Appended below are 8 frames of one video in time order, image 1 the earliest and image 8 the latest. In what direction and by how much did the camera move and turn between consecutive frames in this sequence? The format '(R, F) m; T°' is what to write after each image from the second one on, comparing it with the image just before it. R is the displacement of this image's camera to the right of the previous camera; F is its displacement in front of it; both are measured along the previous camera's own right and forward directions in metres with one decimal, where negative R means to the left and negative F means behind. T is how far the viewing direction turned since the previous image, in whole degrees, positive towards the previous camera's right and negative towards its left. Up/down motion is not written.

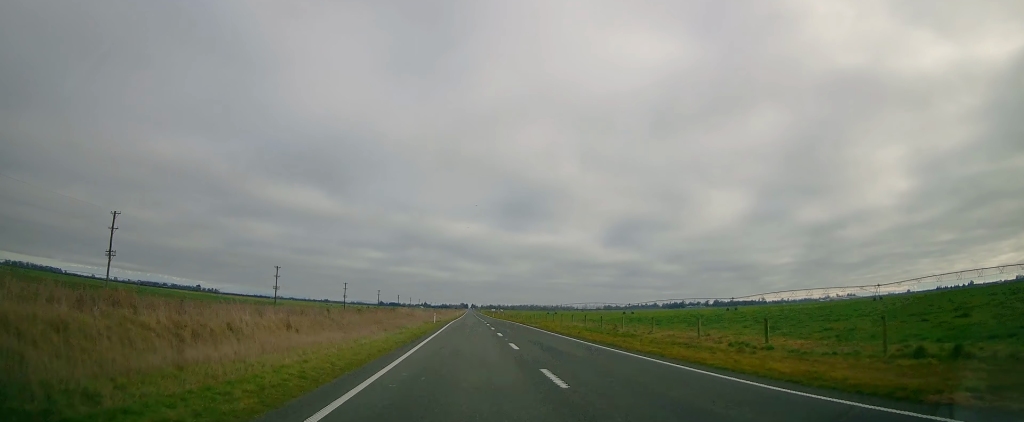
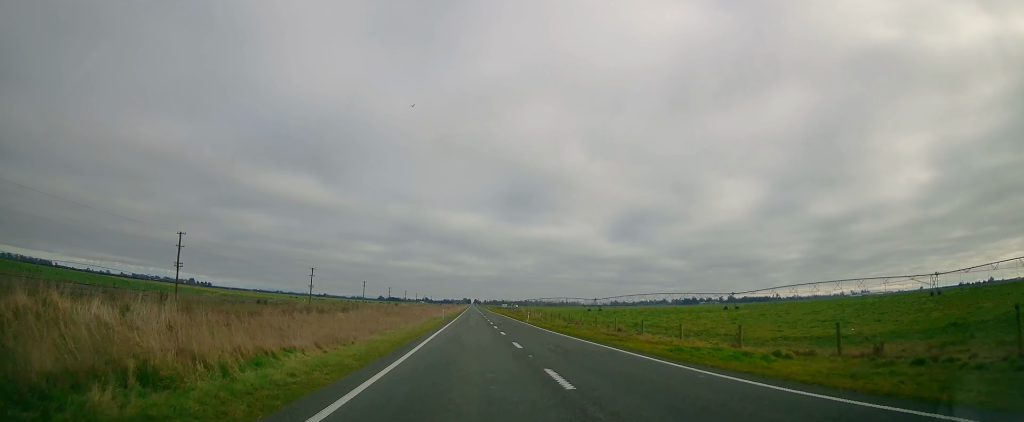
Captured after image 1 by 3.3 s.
(0.0, +89.6) m; +1°
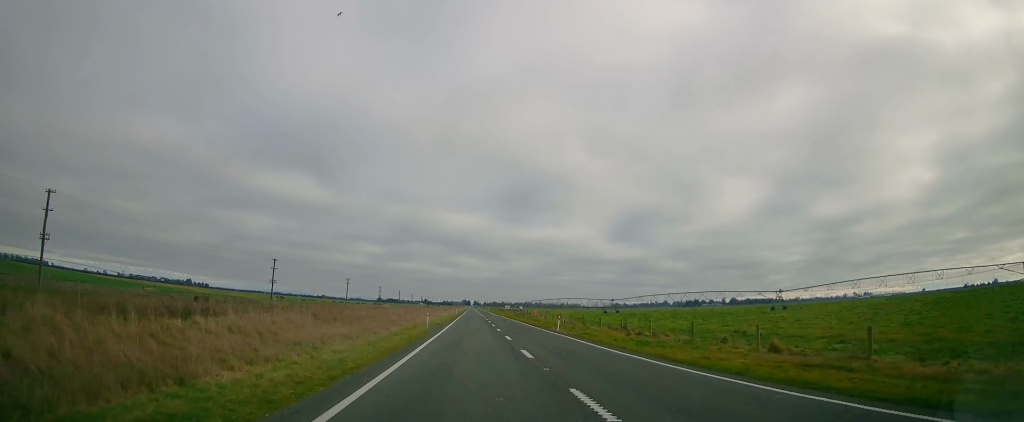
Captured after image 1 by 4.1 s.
(+0.2, +22.7) m; +1°
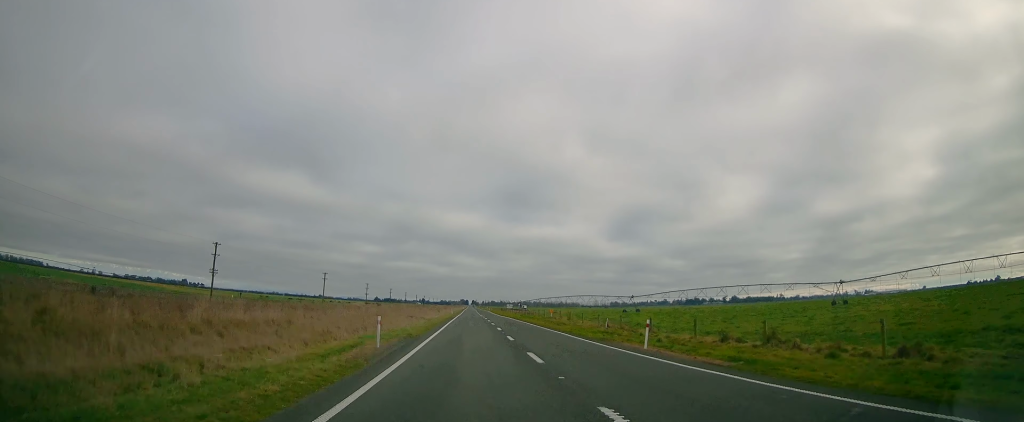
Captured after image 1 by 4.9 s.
(0.0, +21.9) m; -2°
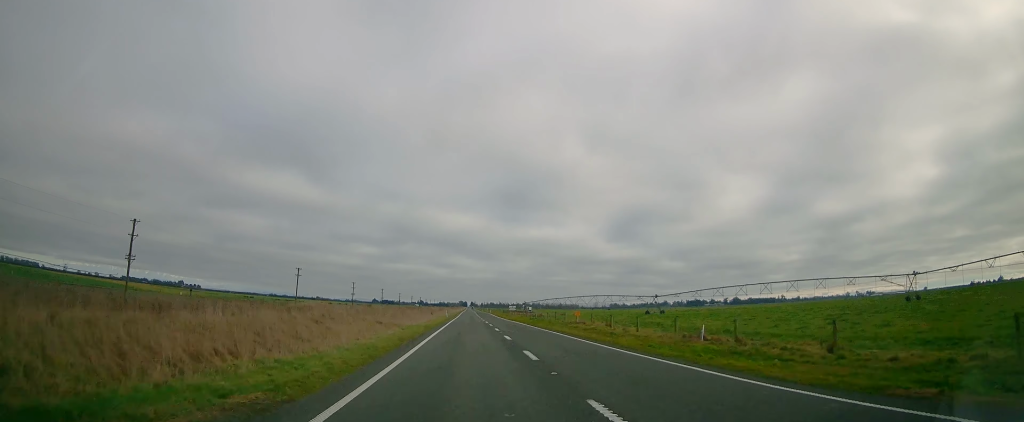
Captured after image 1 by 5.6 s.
(-0.5, +19.3) m; -1°
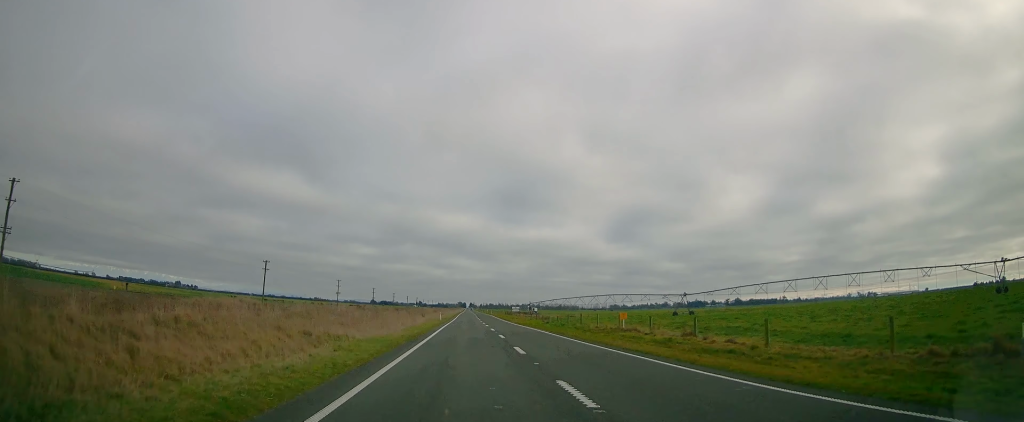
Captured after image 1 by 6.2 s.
(-0.4, +17.4) m; 0°
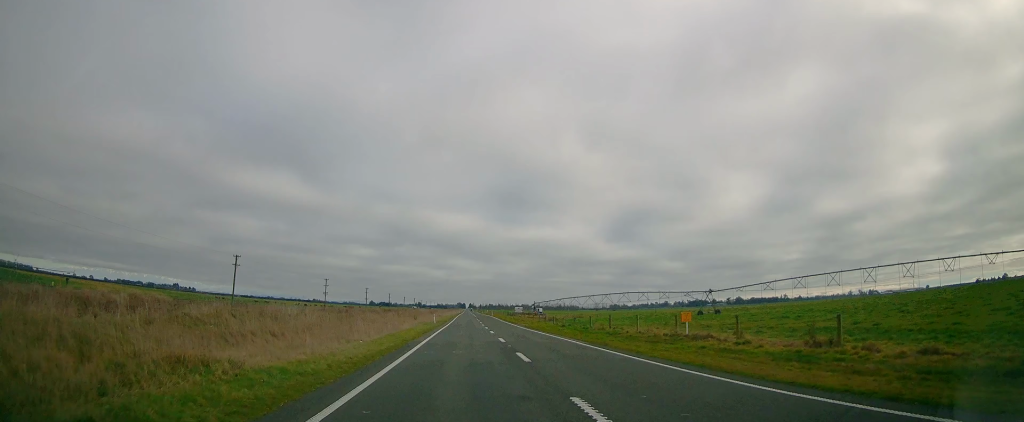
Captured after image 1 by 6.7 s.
(+0.4, +11.9) m; +1°
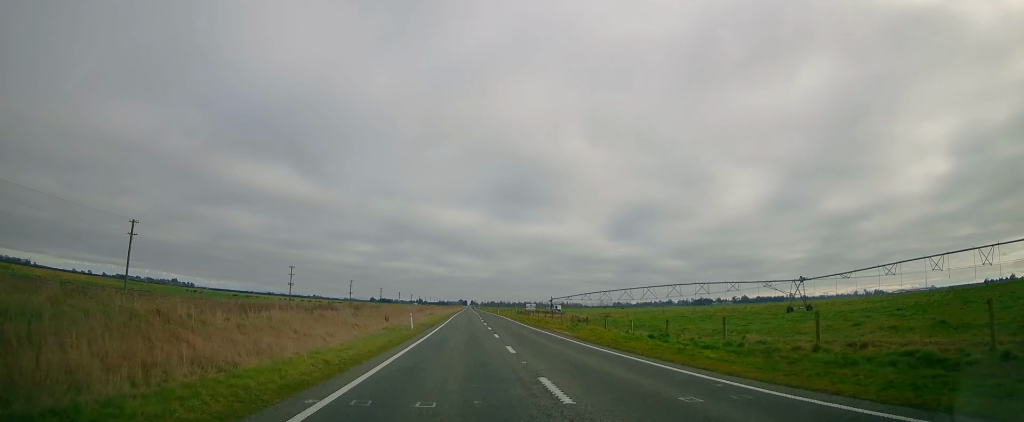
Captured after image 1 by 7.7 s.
(+0.5, +27.5) m; +1°
